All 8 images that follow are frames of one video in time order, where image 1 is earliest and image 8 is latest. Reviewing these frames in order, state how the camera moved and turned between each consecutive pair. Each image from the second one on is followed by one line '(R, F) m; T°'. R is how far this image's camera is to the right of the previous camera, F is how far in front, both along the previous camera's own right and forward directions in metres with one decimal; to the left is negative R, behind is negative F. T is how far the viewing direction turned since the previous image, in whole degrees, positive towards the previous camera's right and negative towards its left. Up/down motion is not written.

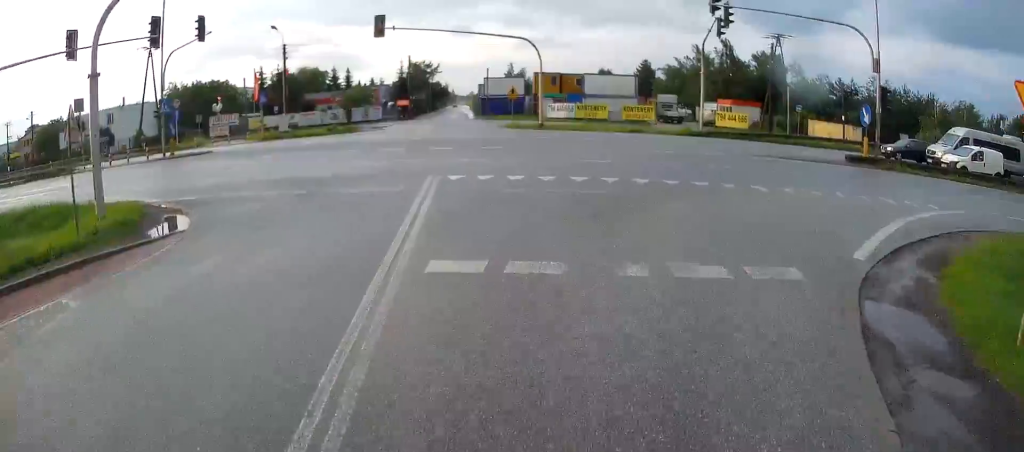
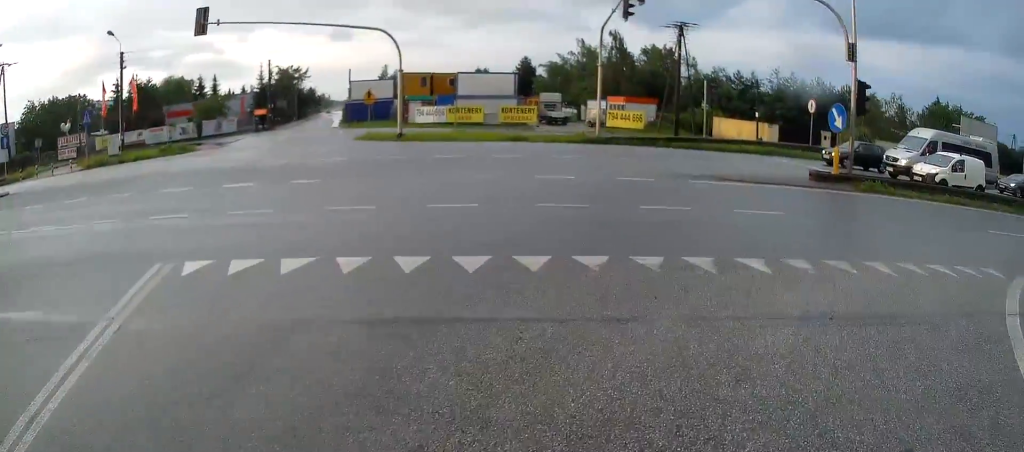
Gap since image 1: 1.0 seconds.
(+0.4, +8.5) m; +8°
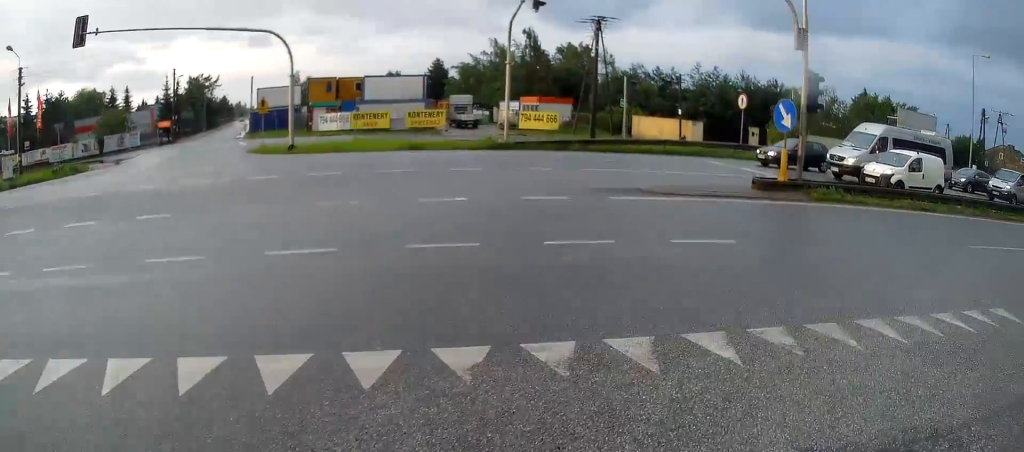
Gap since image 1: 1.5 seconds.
(+0.1, +3.5) m; +6°
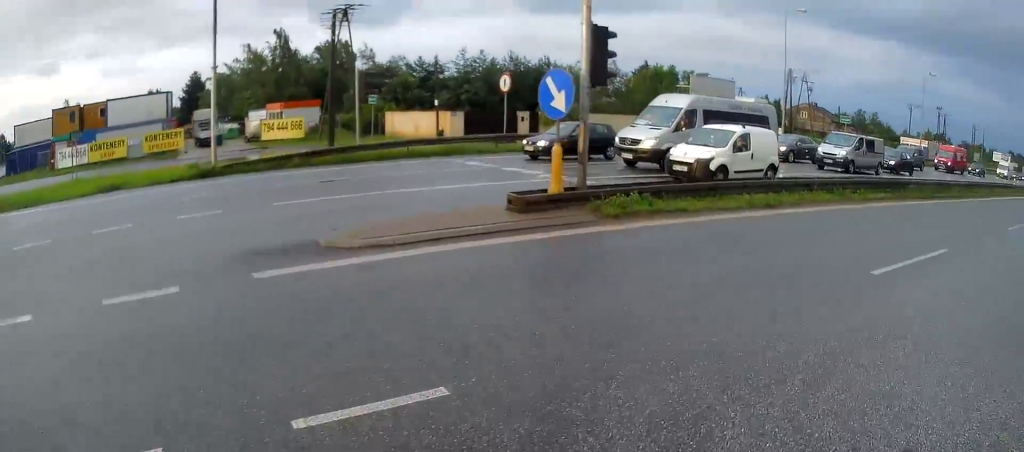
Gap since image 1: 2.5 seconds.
(+0.7, +6.3) m; +19°
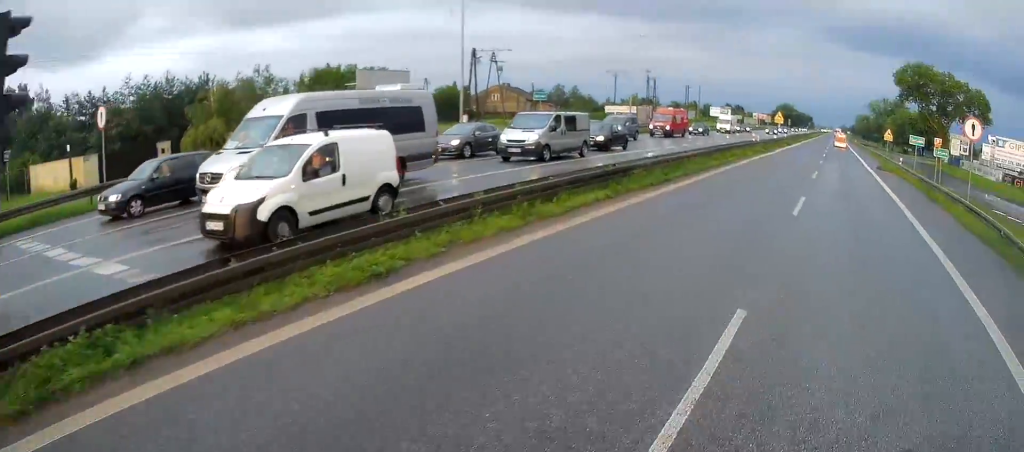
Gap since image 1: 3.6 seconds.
(+1.9, +5.4) m; +39°
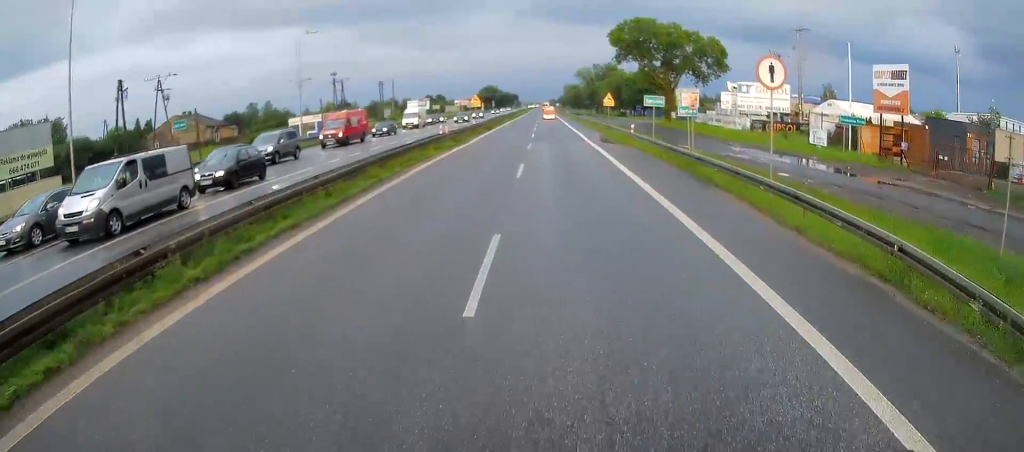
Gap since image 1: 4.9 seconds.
(+2.2, +7.0) m; +17°
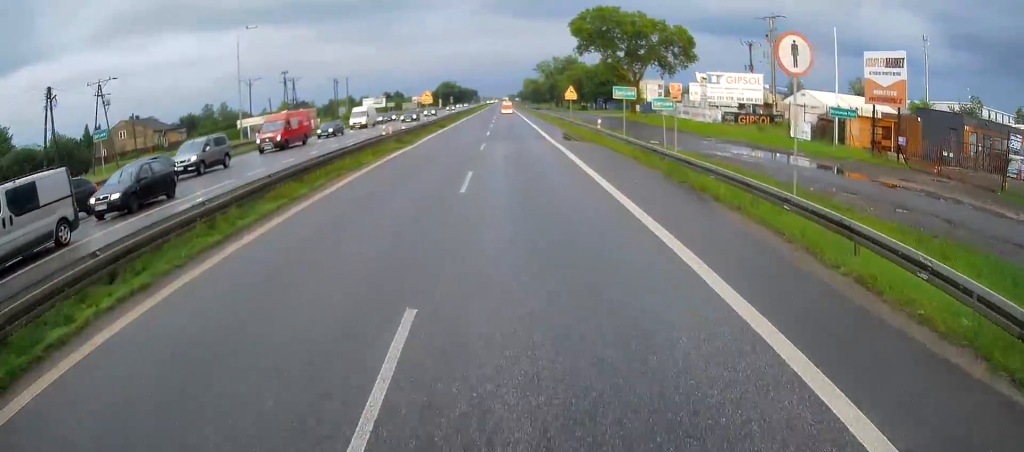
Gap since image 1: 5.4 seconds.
(0.0, +3.2) m; 0°
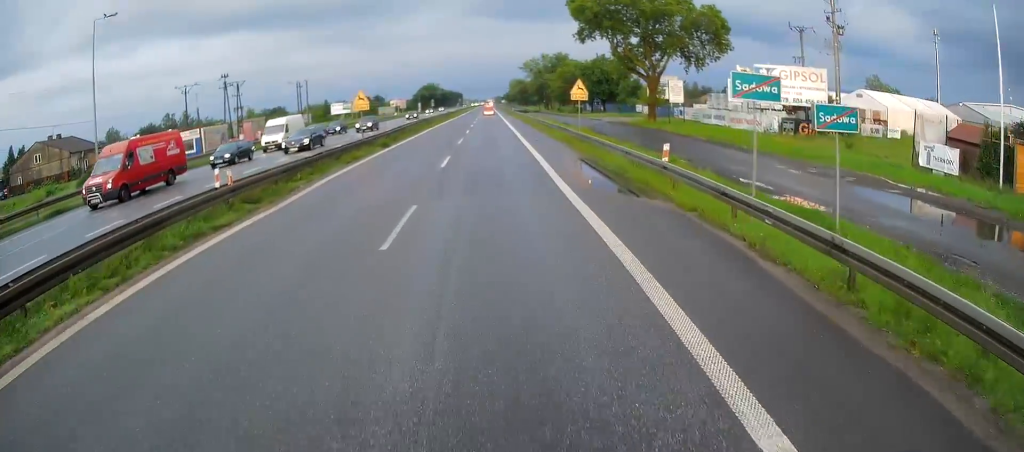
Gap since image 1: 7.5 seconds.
(+1.7, +16.2) m; +13°
